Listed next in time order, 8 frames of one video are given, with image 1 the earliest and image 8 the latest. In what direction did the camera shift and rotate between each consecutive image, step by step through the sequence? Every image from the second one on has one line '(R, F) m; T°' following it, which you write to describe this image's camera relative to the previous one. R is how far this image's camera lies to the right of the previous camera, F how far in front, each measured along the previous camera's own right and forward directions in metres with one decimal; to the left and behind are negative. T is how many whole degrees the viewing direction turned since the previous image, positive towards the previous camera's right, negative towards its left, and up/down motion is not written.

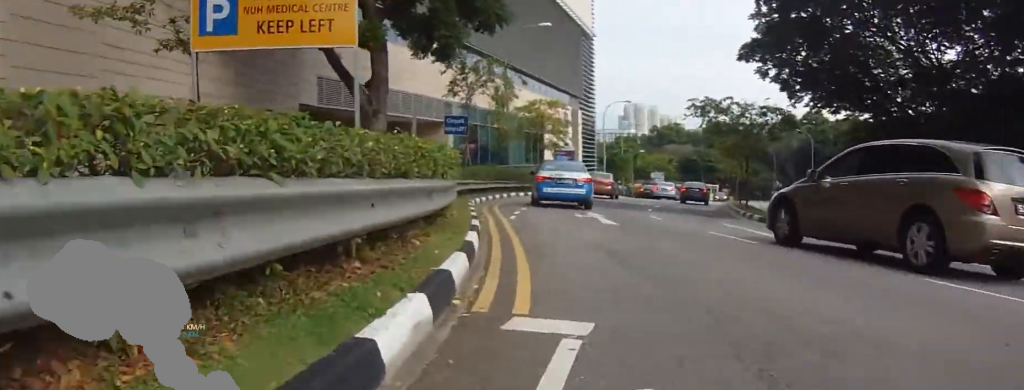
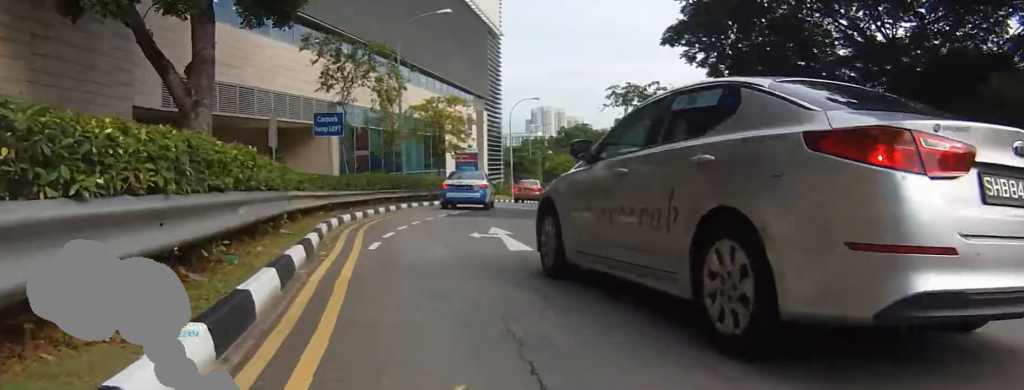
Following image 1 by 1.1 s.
(0.0, +4.1) m; 0°
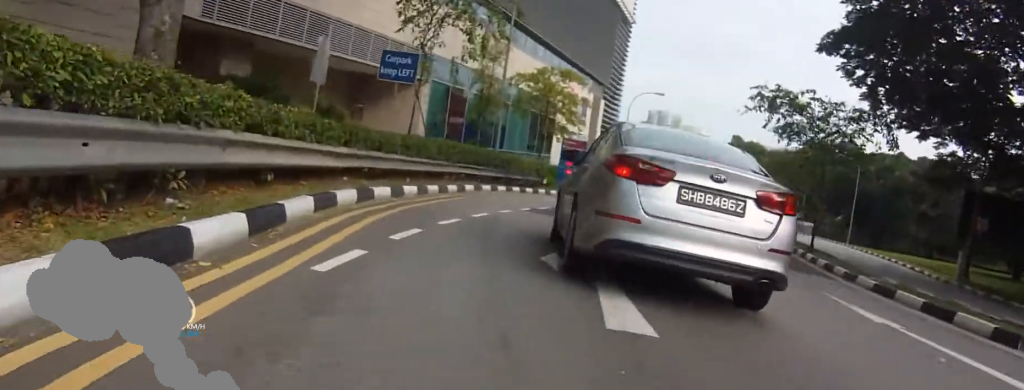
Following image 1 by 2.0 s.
(0.0, +3.5) m; -2°
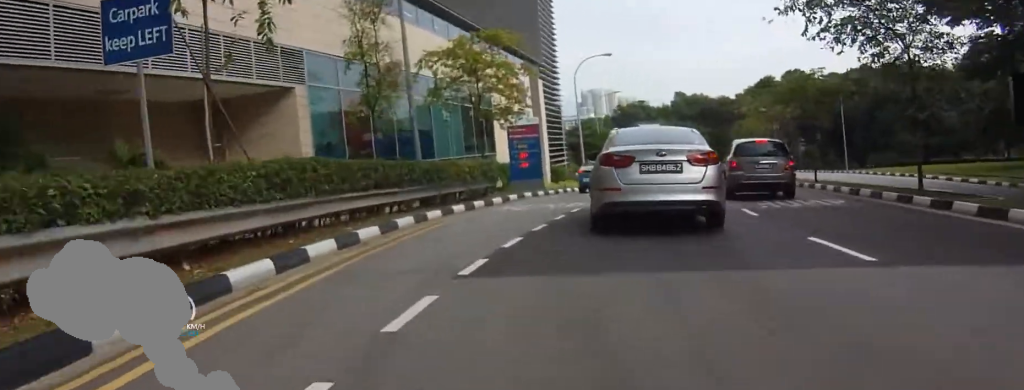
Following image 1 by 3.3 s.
(-0.6, +6.1) m; -18°
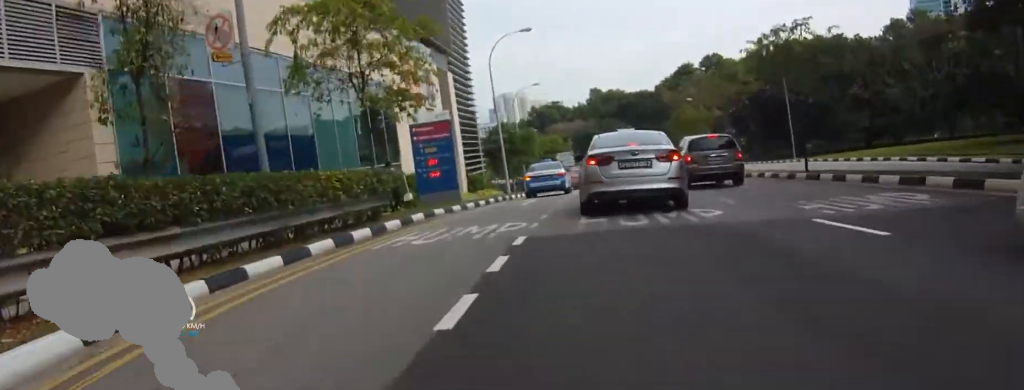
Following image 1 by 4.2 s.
(-1.0, +3.6) m; +3°
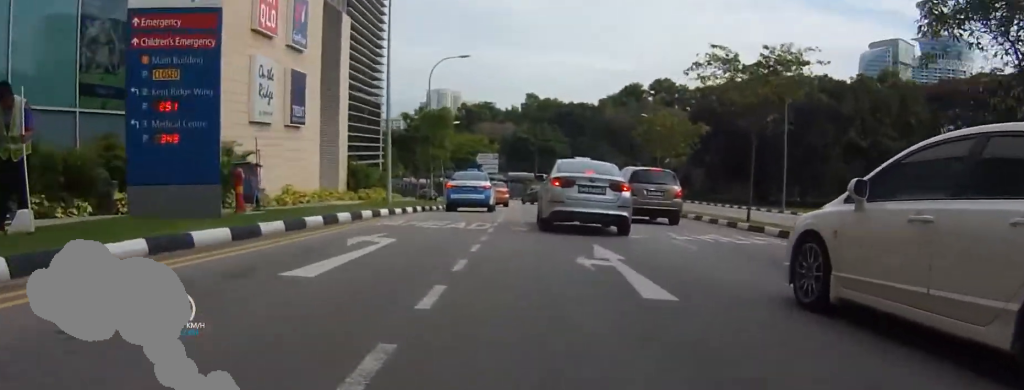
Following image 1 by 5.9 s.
(+2.8, +9.2) m; +17°
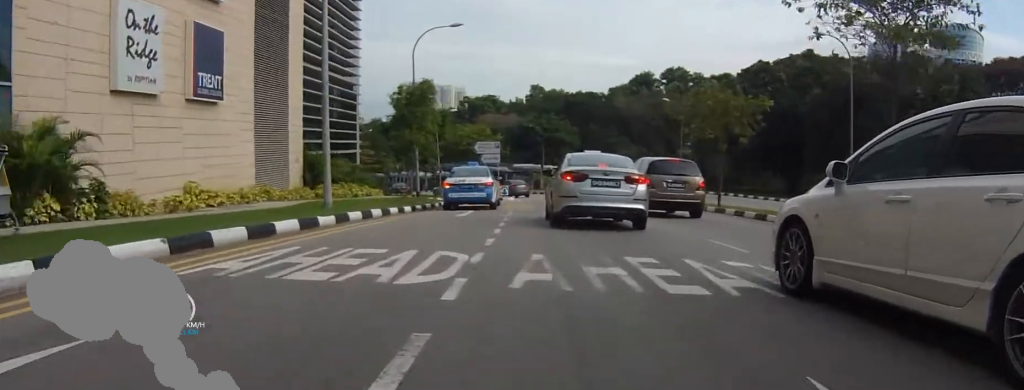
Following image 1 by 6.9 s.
(0.0, +6.4) m; 0°
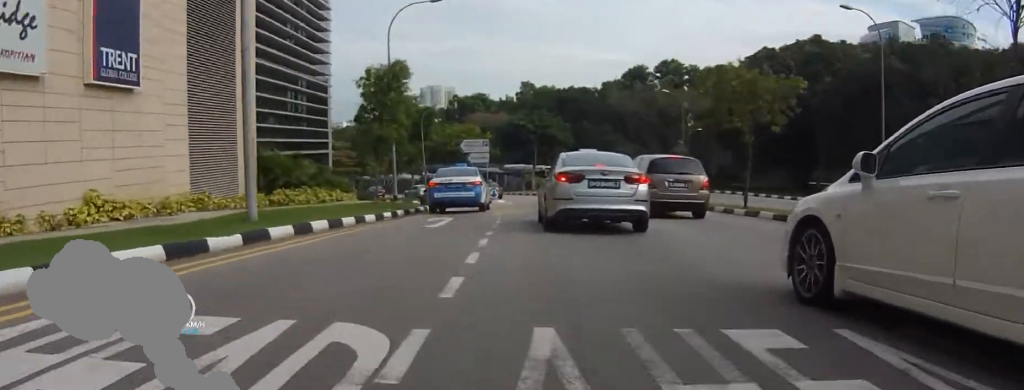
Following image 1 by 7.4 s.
(0.0, +3.2) m; 0°
